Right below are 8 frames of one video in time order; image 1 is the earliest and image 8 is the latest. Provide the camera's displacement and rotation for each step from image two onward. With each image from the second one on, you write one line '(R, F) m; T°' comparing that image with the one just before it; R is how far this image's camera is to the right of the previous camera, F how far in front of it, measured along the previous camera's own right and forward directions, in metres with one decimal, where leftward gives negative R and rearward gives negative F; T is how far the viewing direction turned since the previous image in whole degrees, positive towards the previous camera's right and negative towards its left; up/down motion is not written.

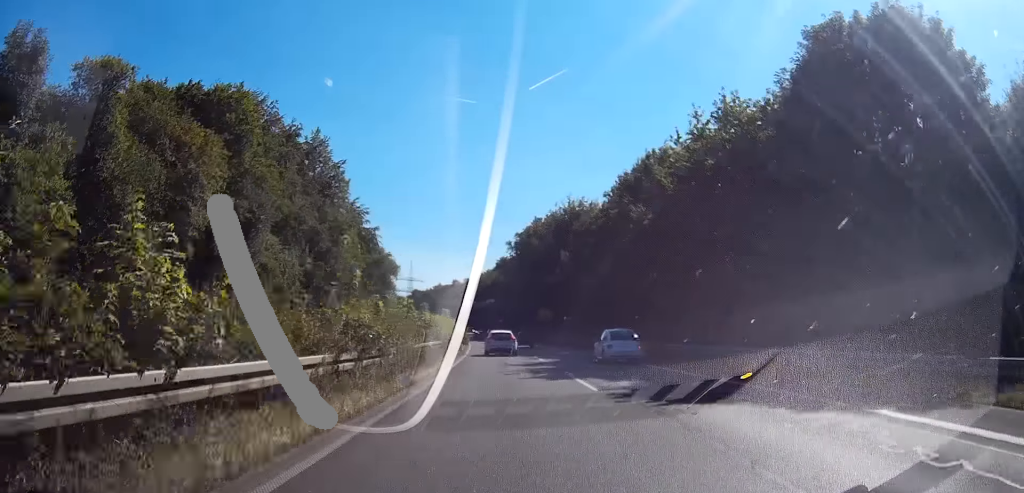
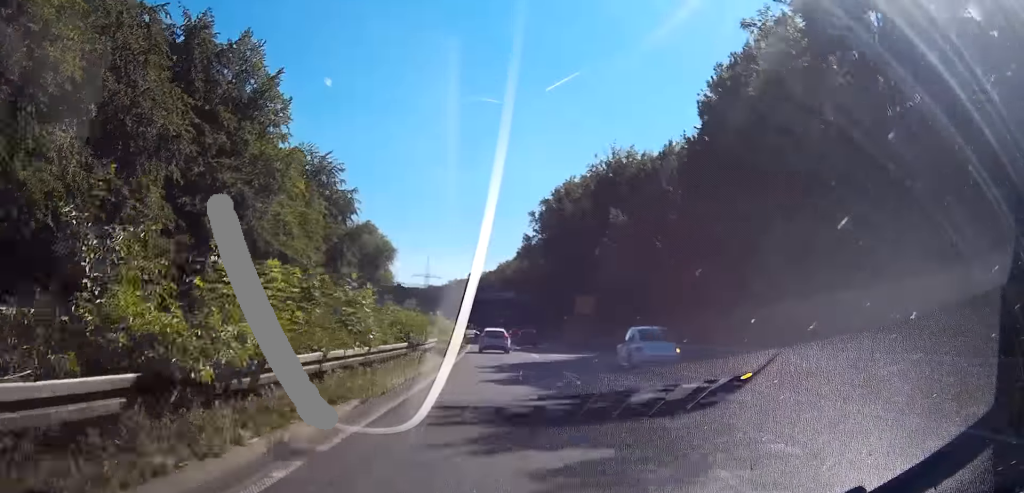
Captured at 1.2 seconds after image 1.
(-0.9, +35.5) m; -2°
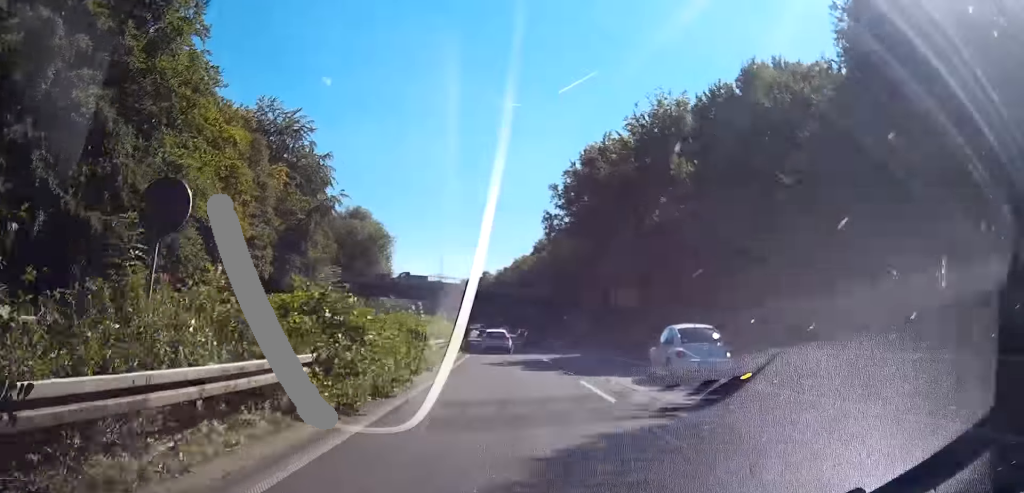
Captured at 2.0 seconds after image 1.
(-0.1, +22.6) m; -1°
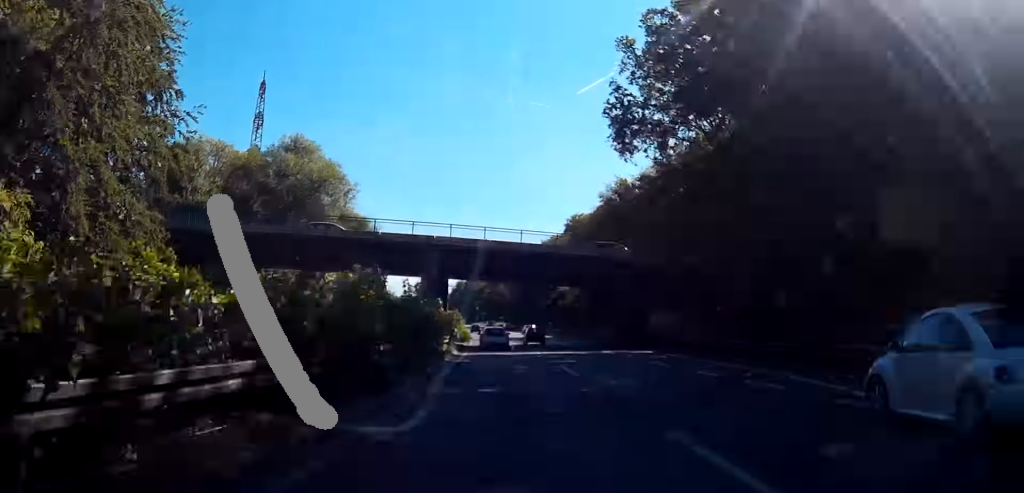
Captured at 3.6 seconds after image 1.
(-1.0, +47.2) m; -3°
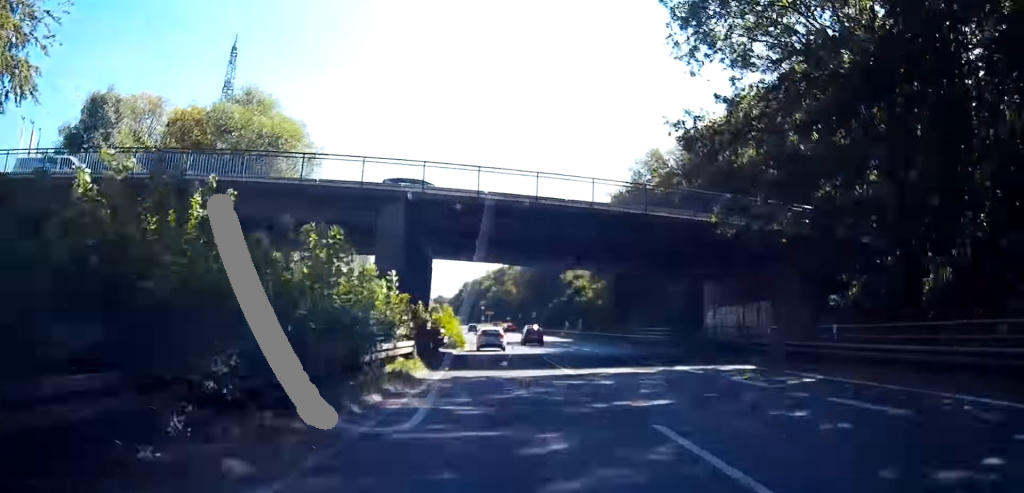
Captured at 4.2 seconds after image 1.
(-0.2, +17.7) m; -1°
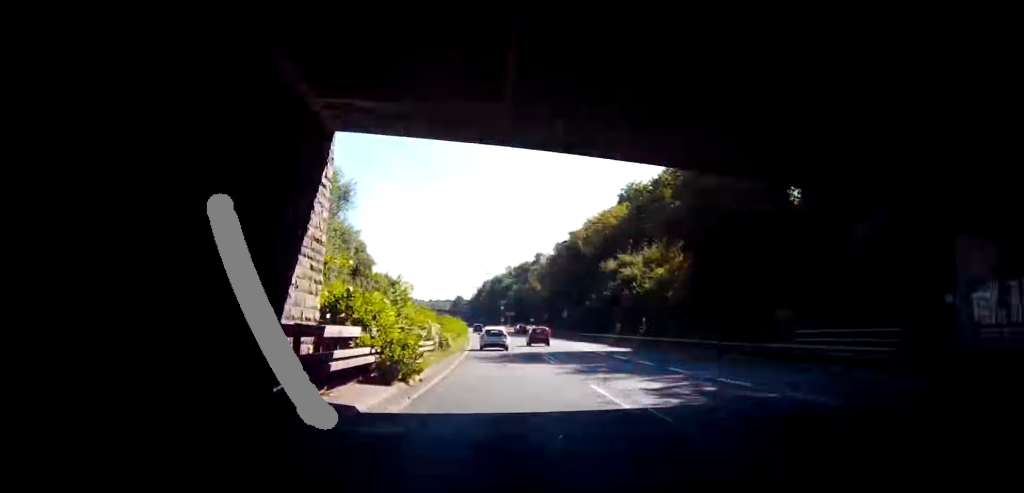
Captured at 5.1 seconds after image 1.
(-0.3, +28.6) m; -1°
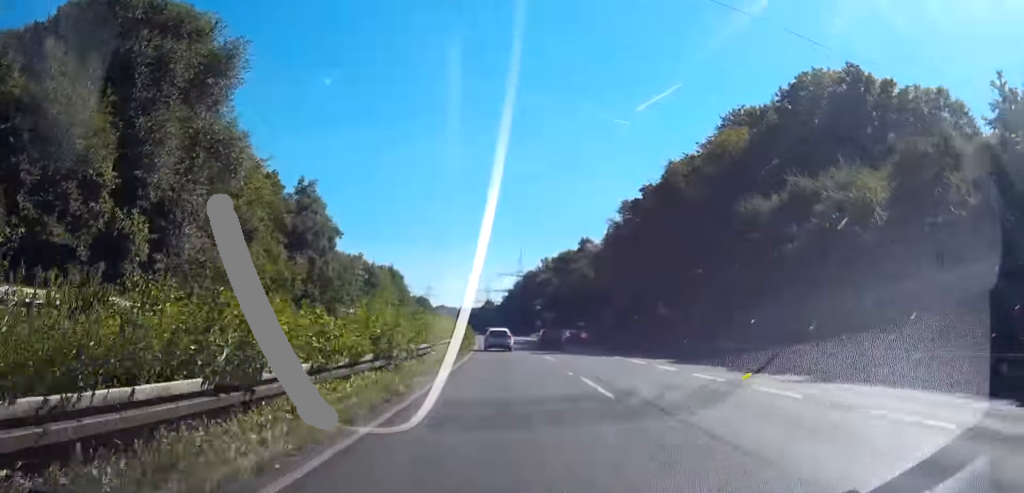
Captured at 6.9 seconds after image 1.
(-1.0, +51.4) m; -3°
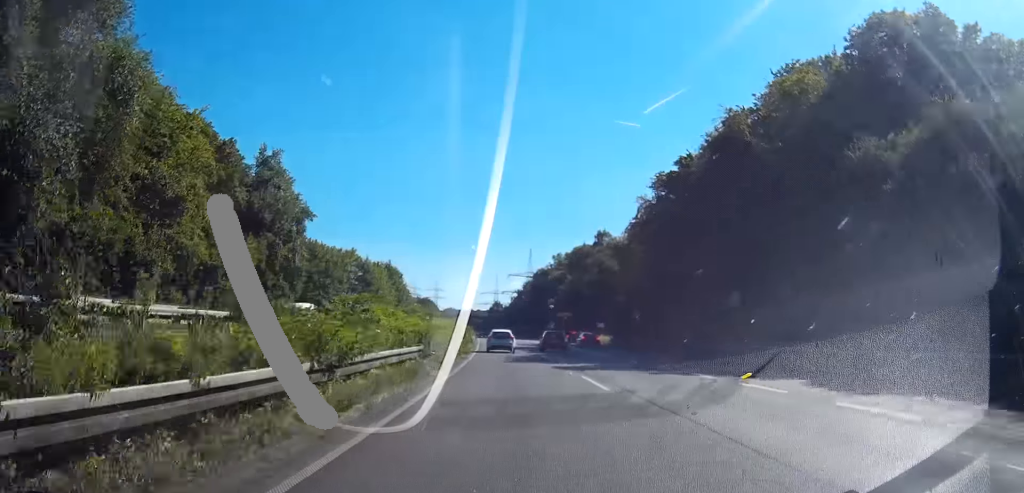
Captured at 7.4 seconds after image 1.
(-0.2, +16.7) m; -1°
